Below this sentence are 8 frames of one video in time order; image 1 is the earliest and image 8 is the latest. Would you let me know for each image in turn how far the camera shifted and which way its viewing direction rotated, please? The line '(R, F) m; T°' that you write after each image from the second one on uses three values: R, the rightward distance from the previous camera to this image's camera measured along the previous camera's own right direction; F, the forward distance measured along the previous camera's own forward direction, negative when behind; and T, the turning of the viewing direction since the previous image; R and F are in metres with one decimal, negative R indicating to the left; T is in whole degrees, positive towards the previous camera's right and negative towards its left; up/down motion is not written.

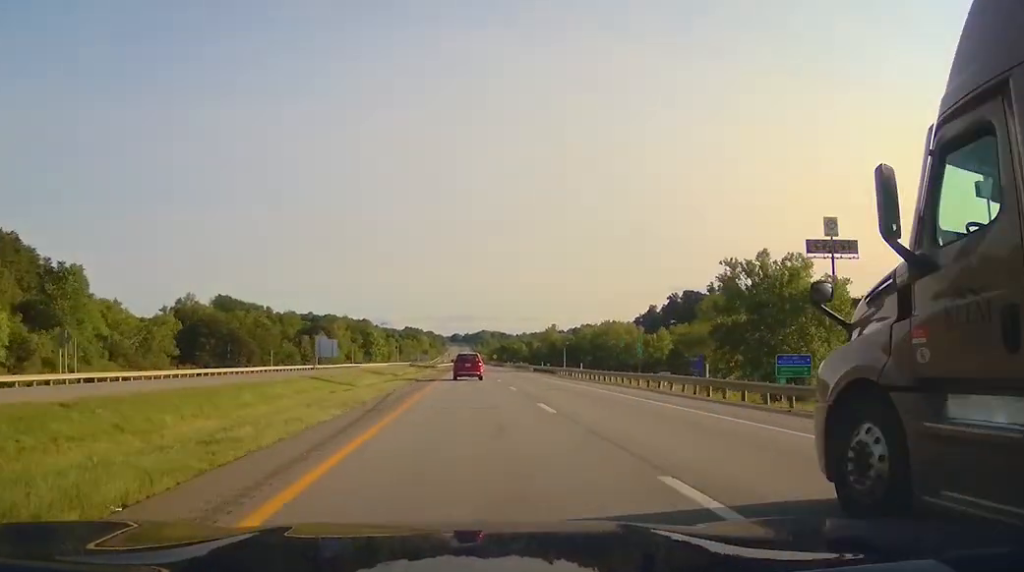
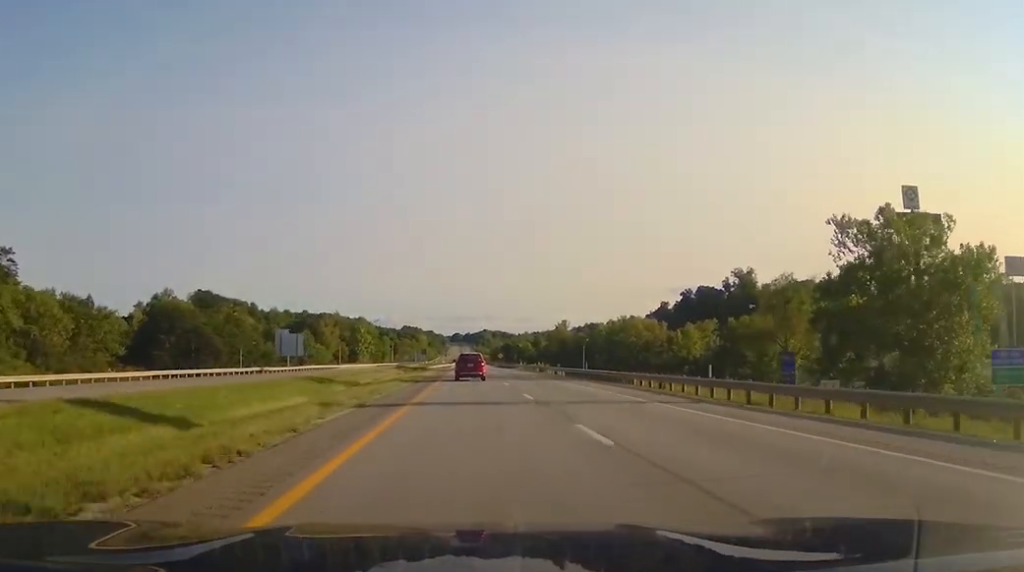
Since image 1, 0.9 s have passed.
(0.0, +30.4) m; 0°
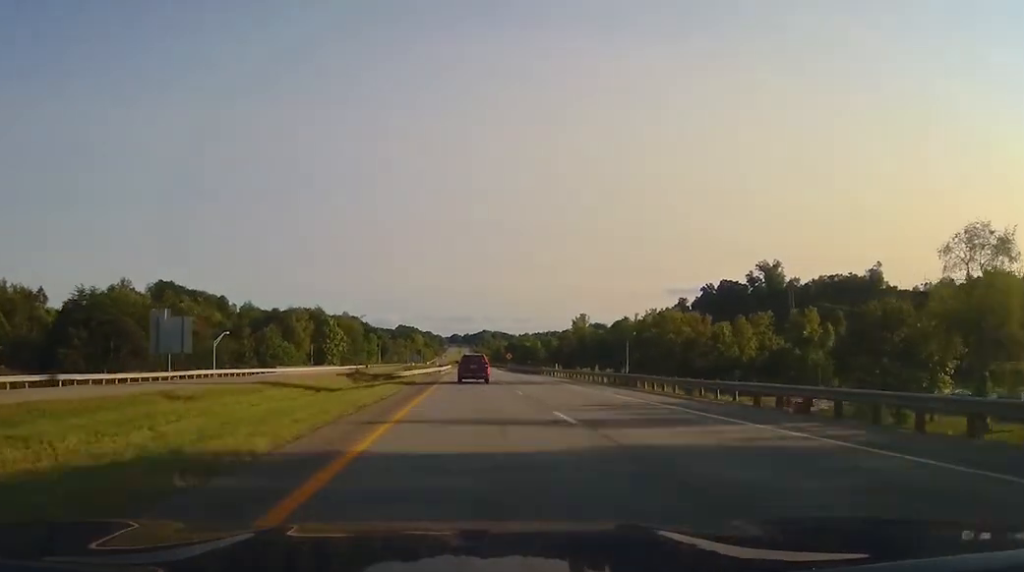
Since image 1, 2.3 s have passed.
(-0.3, +45.8) m; 0°
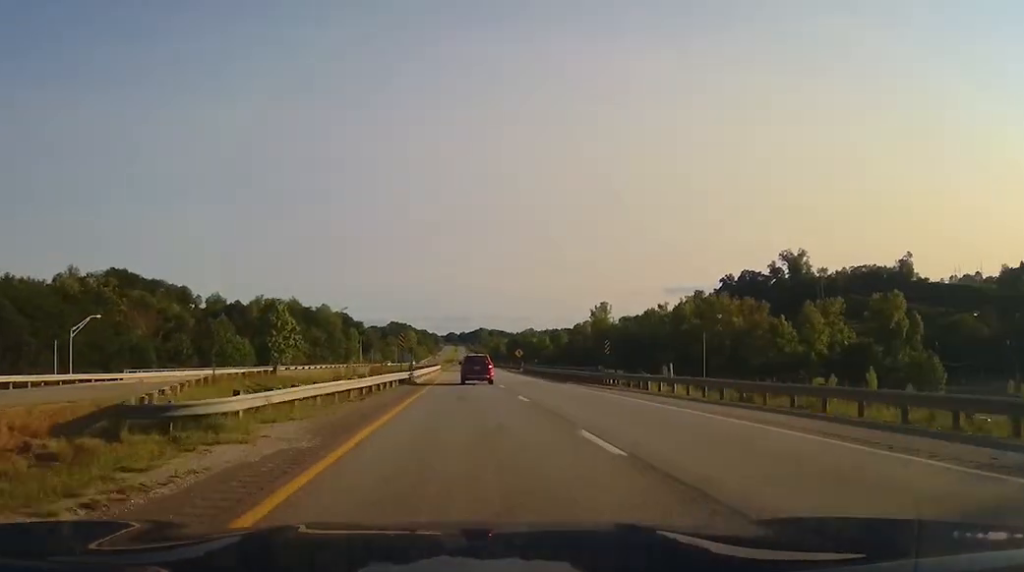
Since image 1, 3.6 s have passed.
(+0.1, +41.6) m; 0°
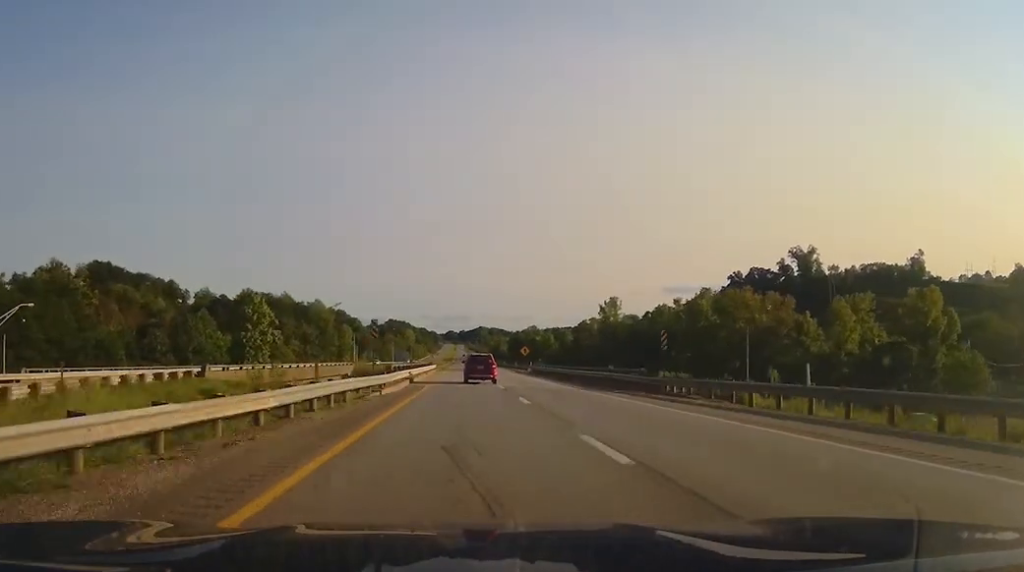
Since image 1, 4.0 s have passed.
(0.0, +13.2) m; 0°
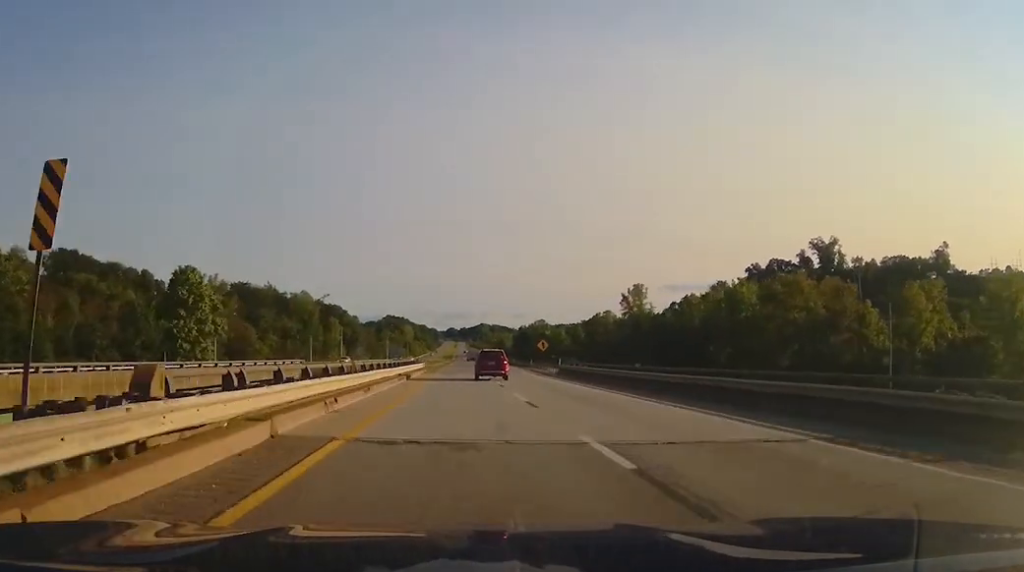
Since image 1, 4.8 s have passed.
(0.0, +25.2) m; 0°
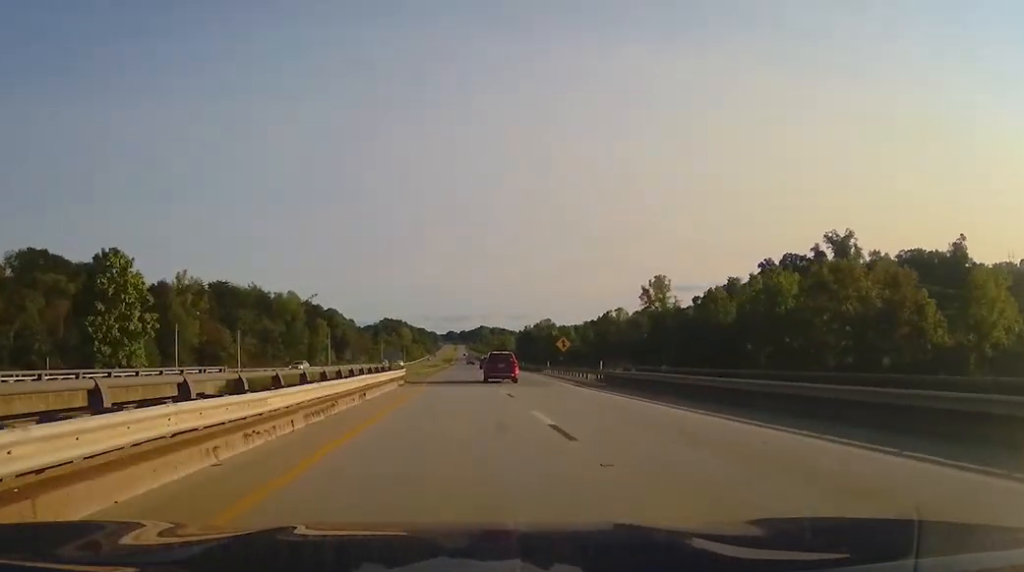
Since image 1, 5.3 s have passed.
(0.0, +18.6) m; 0°
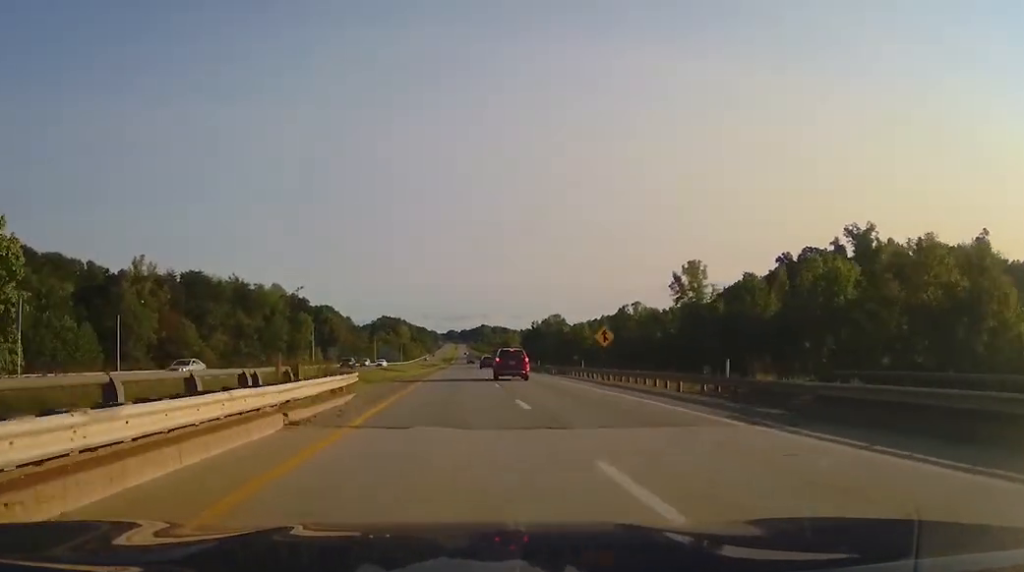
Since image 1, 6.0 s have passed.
(0.0, +20.7) m; 0°
